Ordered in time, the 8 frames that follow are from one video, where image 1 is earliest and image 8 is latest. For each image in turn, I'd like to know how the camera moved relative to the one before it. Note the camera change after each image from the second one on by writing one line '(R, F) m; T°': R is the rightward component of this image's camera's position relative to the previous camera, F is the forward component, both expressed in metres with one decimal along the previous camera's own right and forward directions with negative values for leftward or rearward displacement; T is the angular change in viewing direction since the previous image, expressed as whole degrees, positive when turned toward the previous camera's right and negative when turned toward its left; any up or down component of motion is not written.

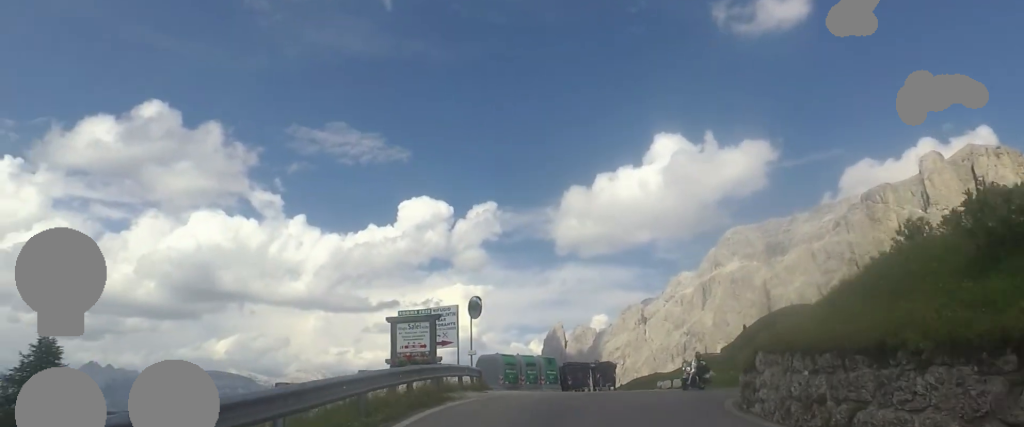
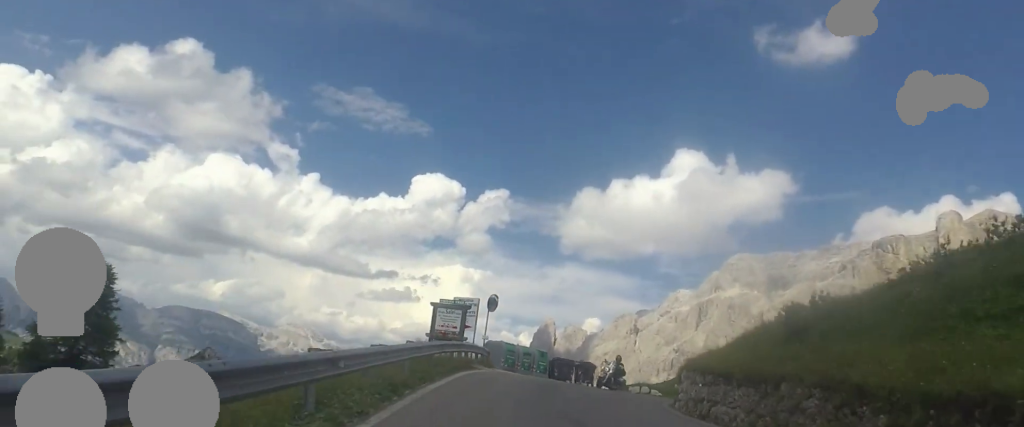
(0.0, +5.7) m; +4°
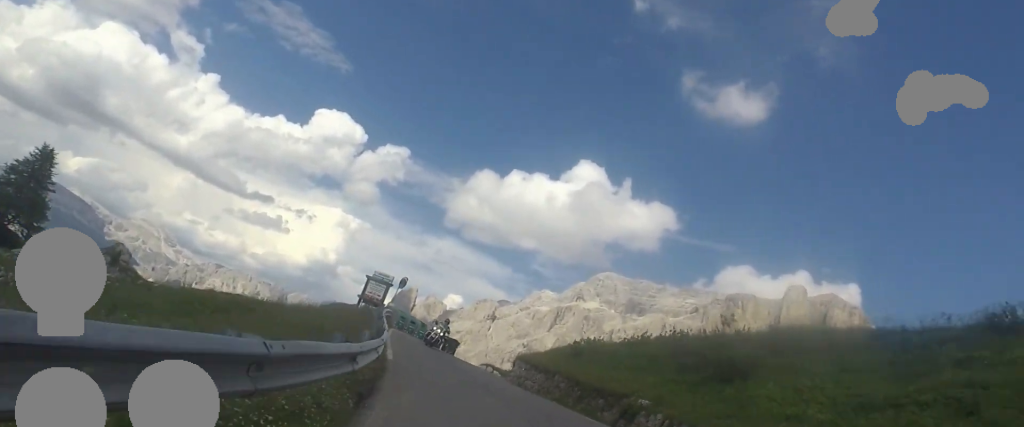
(+0.8, +10.8) m; +11°
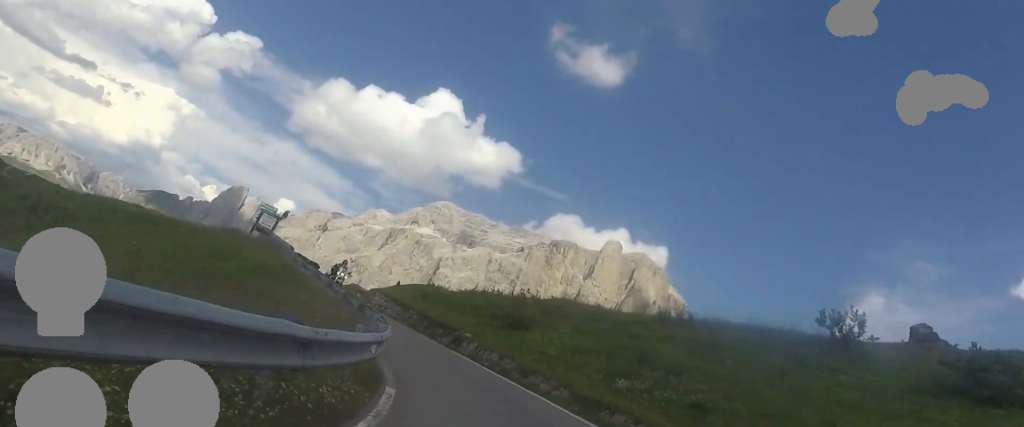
(+1.1, +10.0) m; +13°
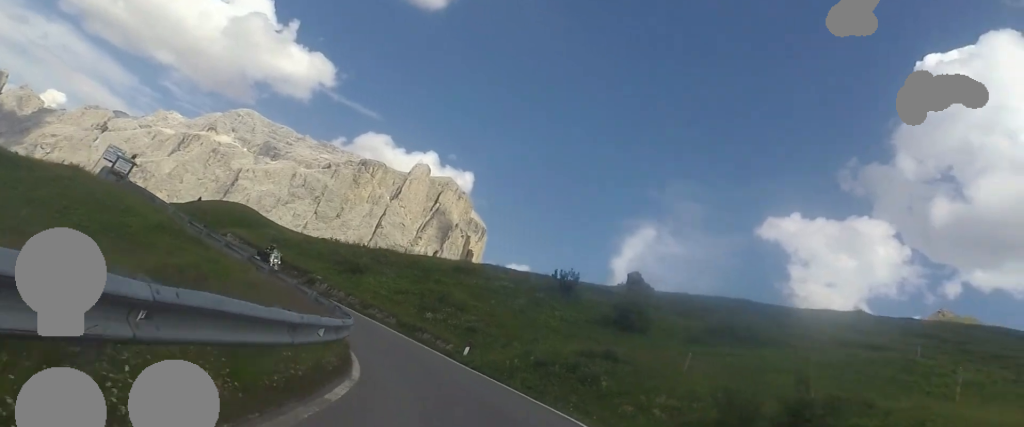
(+1.4, +11.2) m; +15°
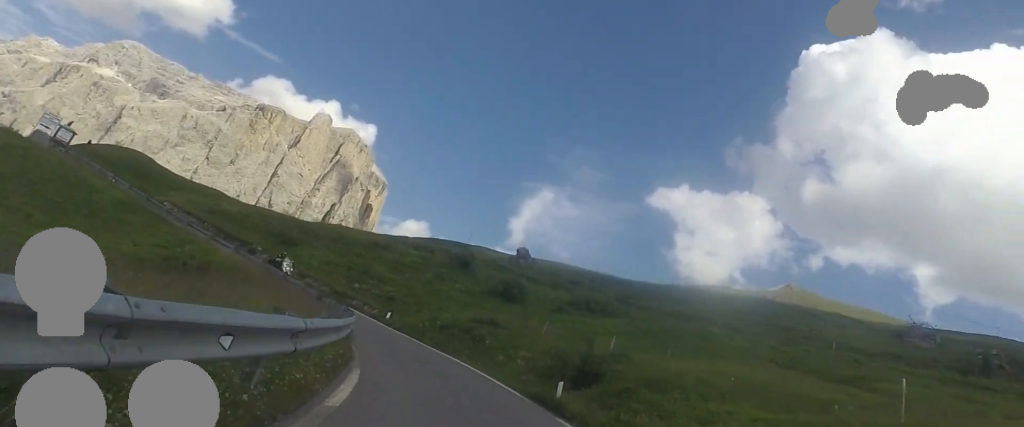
(+0.8, +8.8) m; +13°
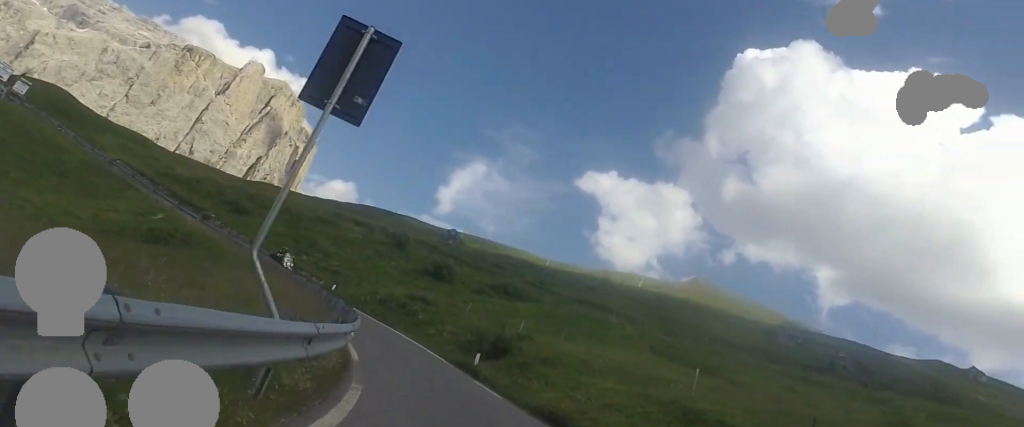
(+0.3, +6.1) m; +10°
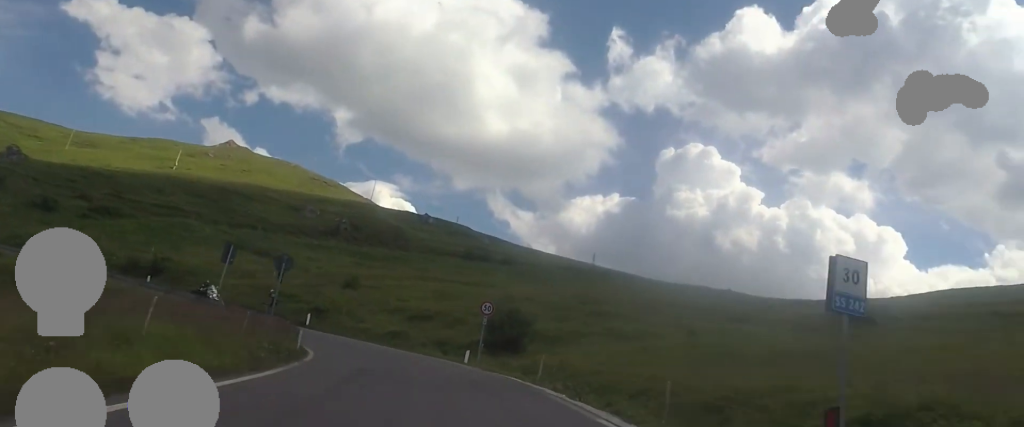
(+10.9, +24.6) m; +35°
